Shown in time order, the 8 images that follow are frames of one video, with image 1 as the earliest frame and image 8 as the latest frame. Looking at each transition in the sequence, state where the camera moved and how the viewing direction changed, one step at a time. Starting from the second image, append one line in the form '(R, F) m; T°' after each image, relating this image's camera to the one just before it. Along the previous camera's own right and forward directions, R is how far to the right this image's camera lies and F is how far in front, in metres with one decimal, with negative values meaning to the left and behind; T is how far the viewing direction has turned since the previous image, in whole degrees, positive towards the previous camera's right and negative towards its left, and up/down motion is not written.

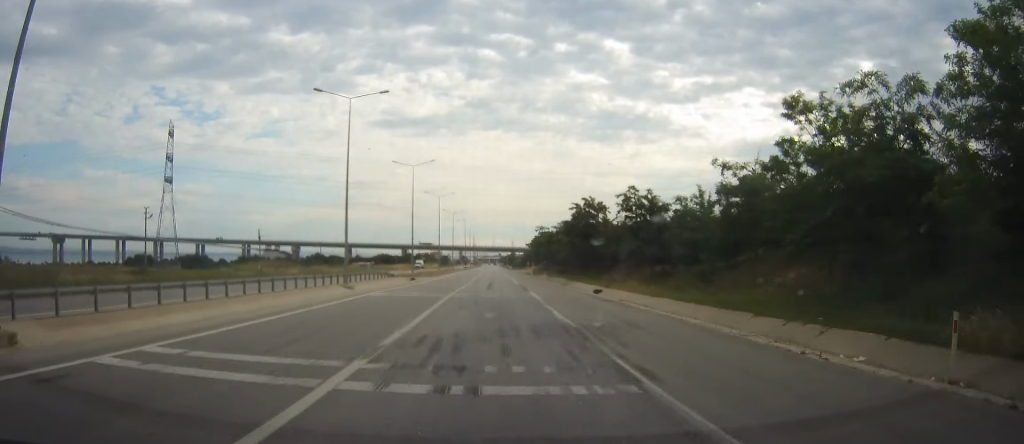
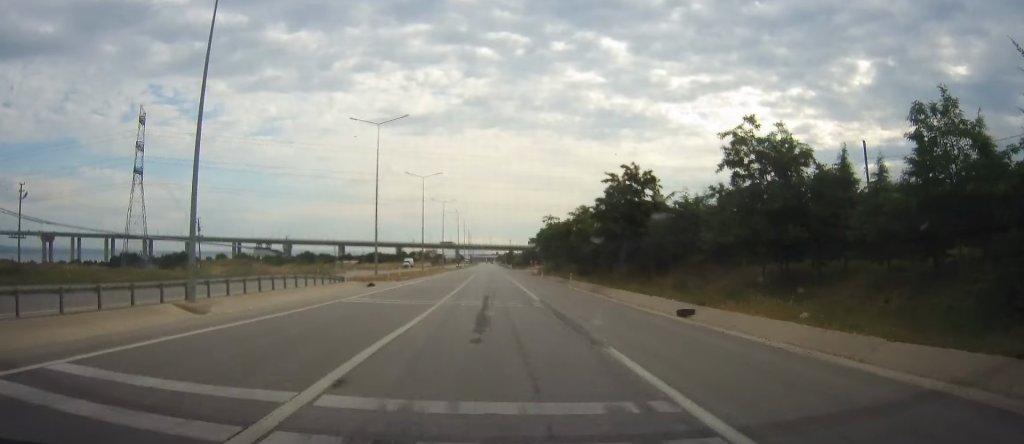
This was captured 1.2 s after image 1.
(-0.3, +24.0) m; 0°
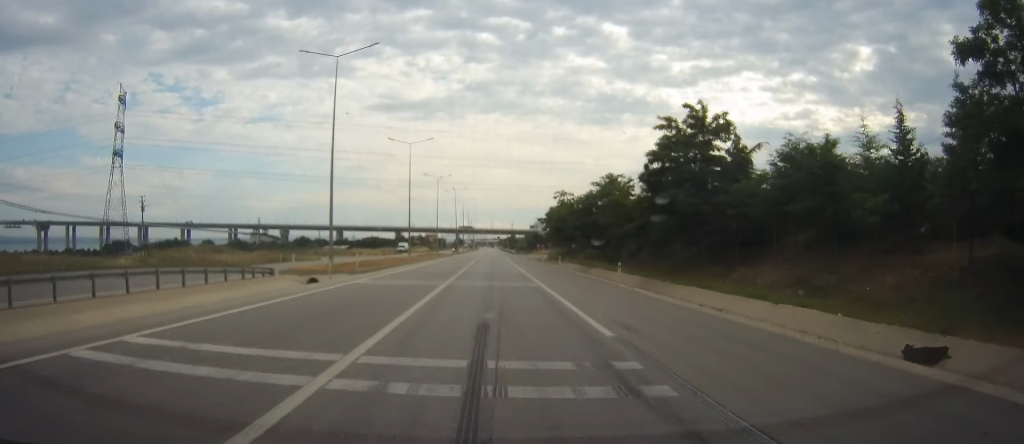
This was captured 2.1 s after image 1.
(+0.4, +16.0) m; 0°
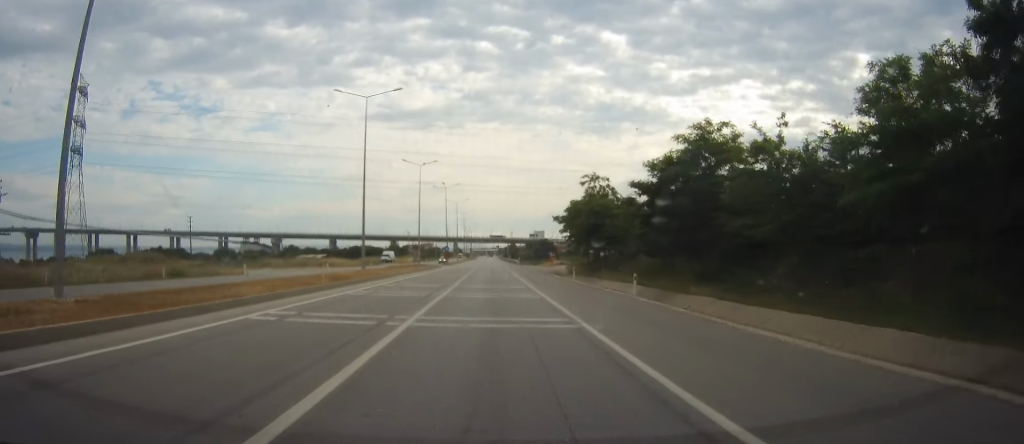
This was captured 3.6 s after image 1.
(-0.8, +27.6) m; -1°
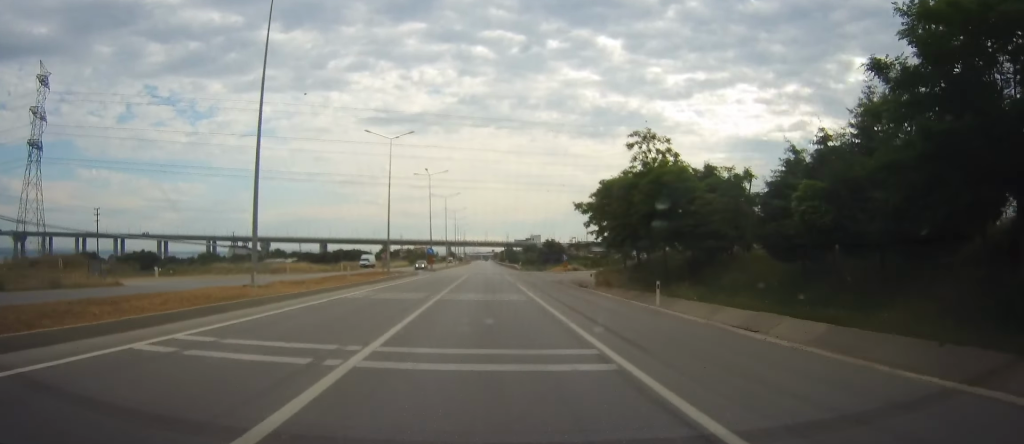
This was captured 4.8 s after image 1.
(+0.5, +22.8) m; 0°
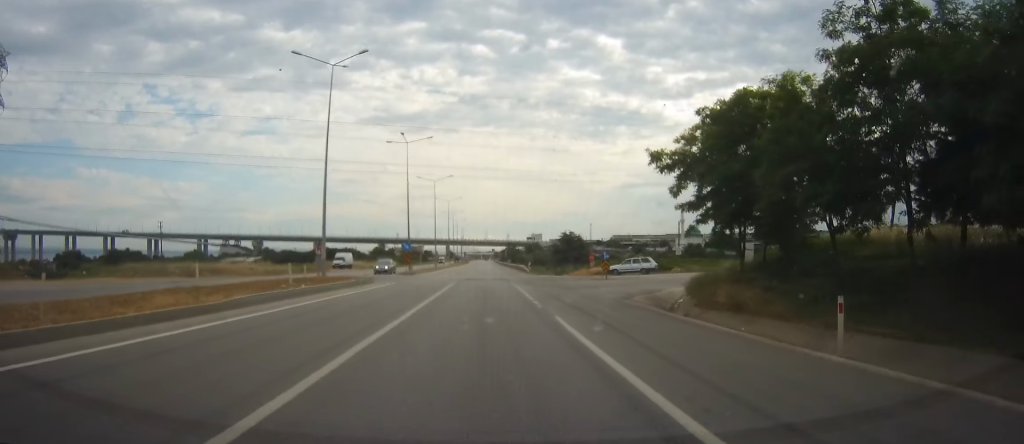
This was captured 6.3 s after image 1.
(-0.3, +25.4) m; 0°
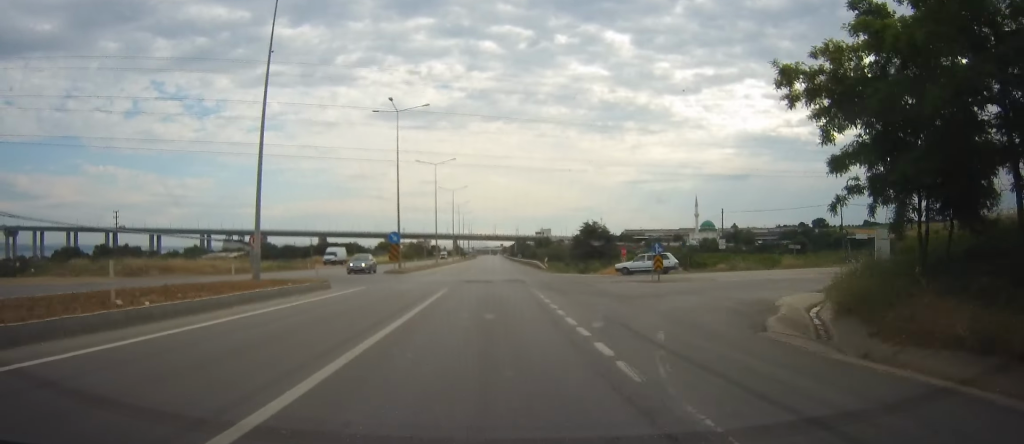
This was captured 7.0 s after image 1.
(+0.2, +13.1) m; 0°
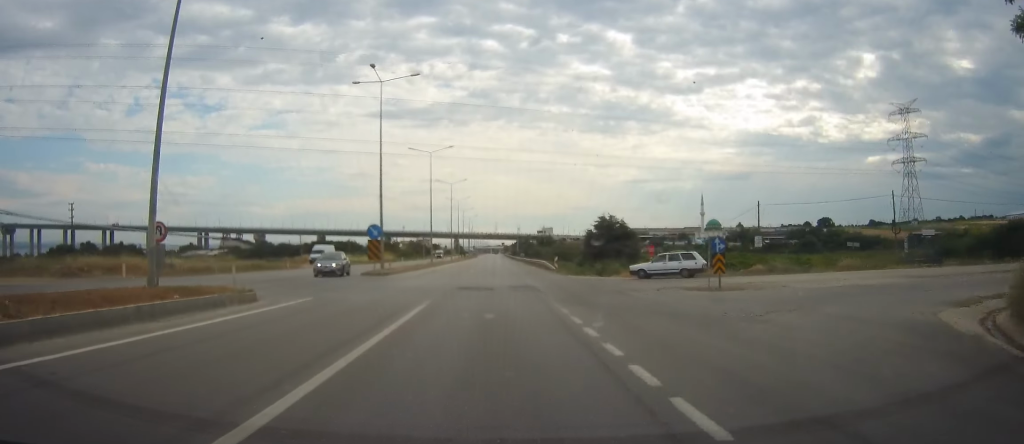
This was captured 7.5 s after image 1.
(+0.1, +9.2) m; 0°
